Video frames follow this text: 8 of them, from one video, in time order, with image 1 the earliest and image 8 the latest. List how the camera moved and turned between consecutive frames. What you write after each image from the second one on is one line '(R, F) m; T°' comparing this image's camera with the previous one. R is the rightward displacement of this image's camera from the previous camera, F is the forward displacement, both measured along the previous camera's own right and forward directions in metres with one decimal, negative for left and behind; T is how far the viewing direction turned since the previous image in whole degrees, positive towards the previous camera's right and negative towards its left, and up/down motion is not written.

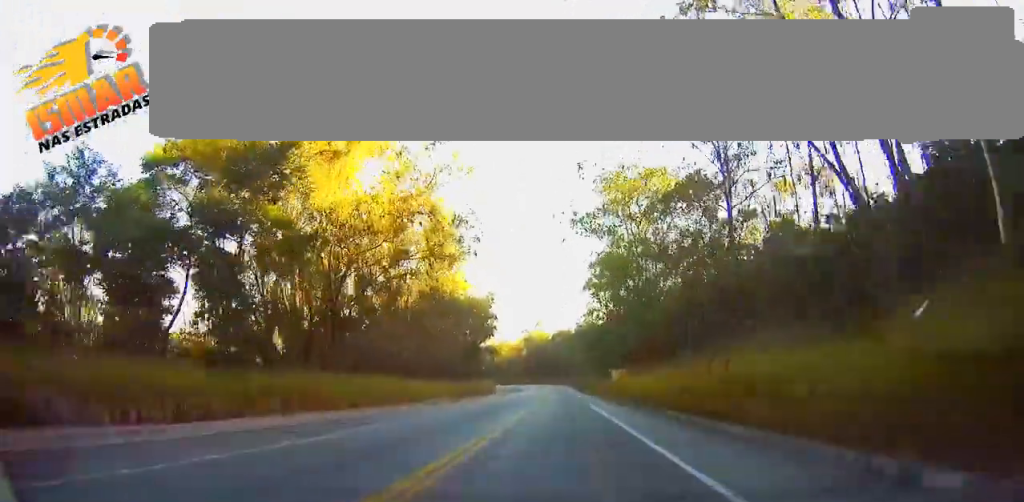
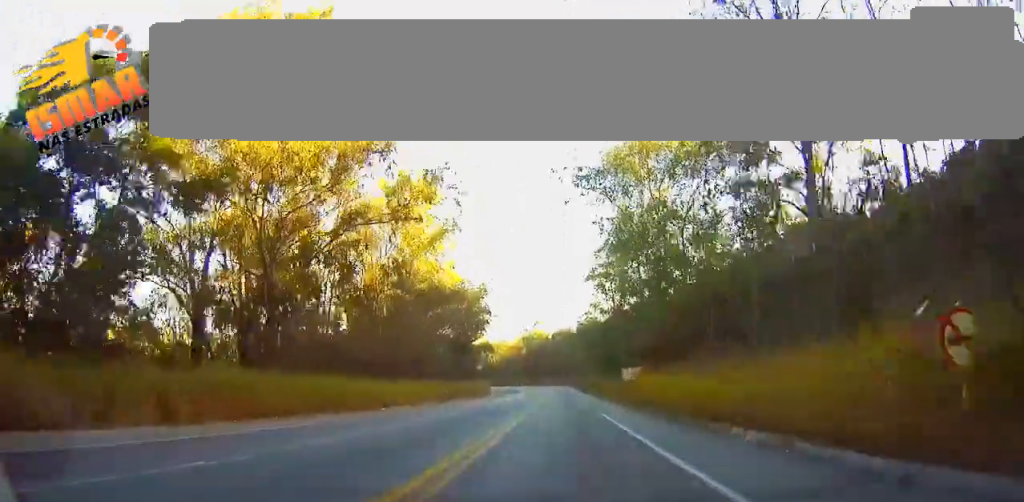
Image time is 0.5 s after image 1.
(0.0, +14.0) m; 0°
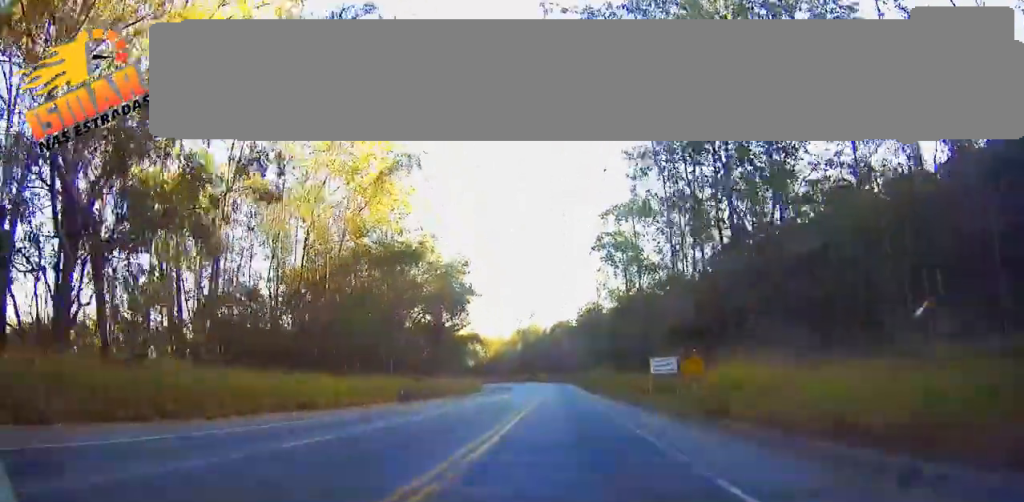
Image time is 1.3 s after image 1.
(0.0, +22.2) m; 0°
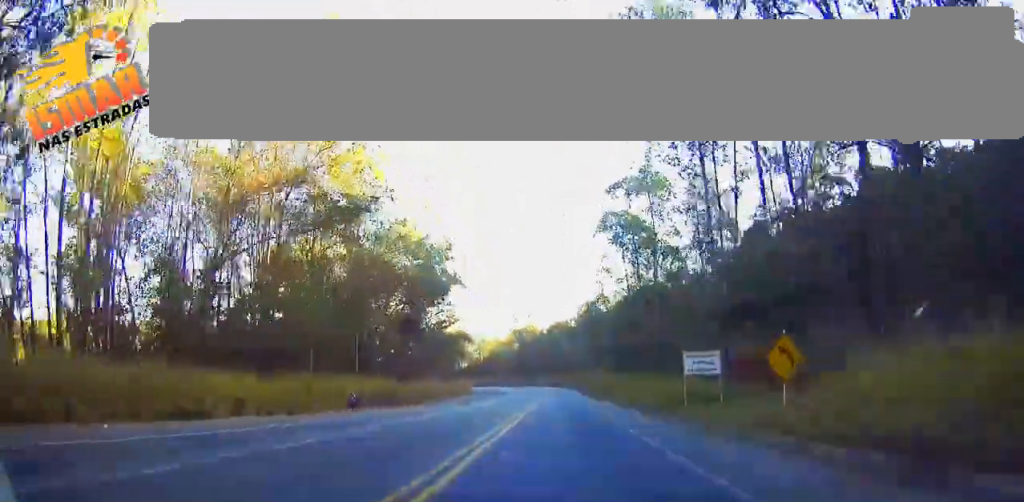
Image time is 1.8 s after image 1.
(0.0, +13.8) m; 0°
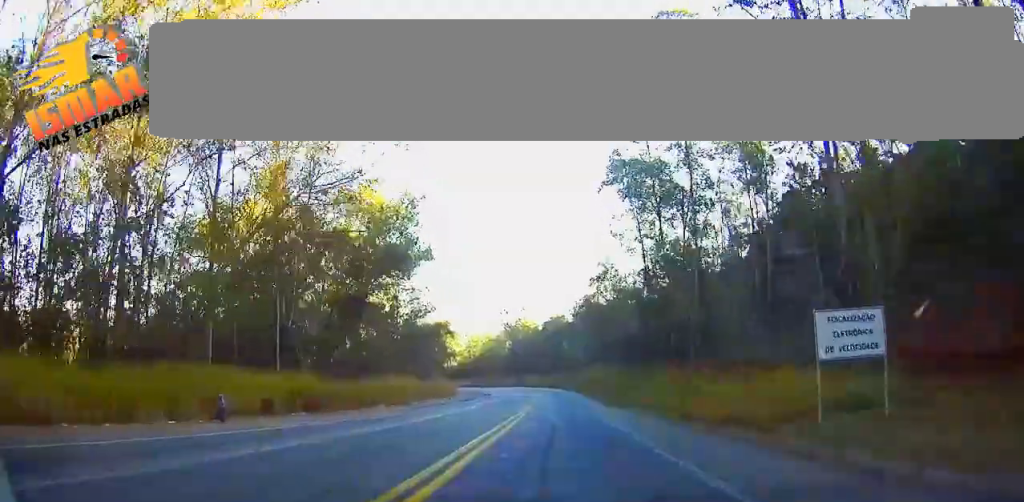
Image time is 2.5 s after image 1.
(+0.1, +19.4) m; 0°
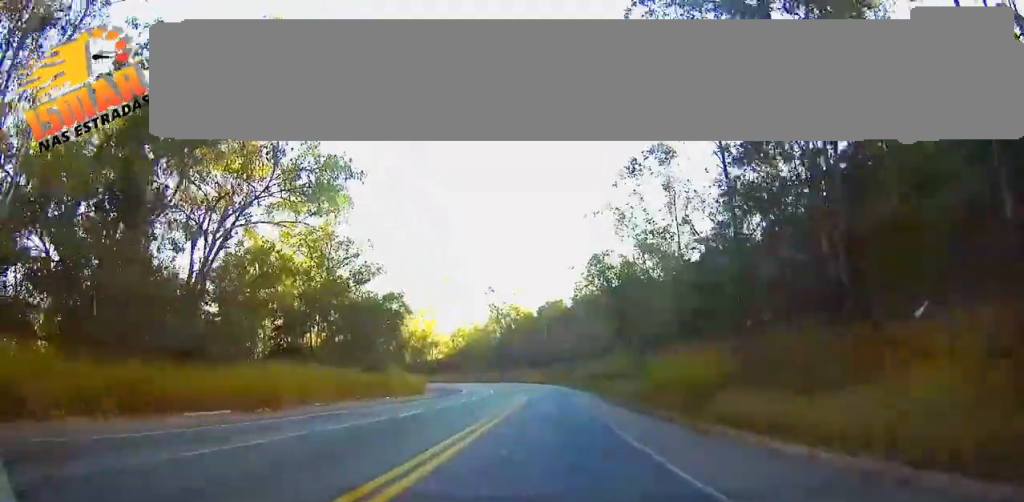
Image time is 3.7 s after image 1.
(-0.1, +32.0) m; 0°
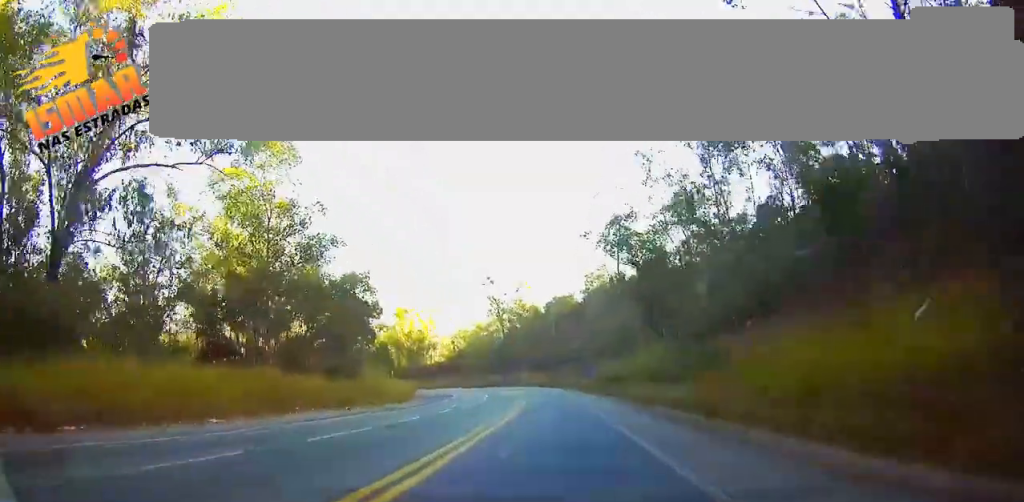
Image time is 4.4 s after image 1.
(0.0, +18.9) m; -1°
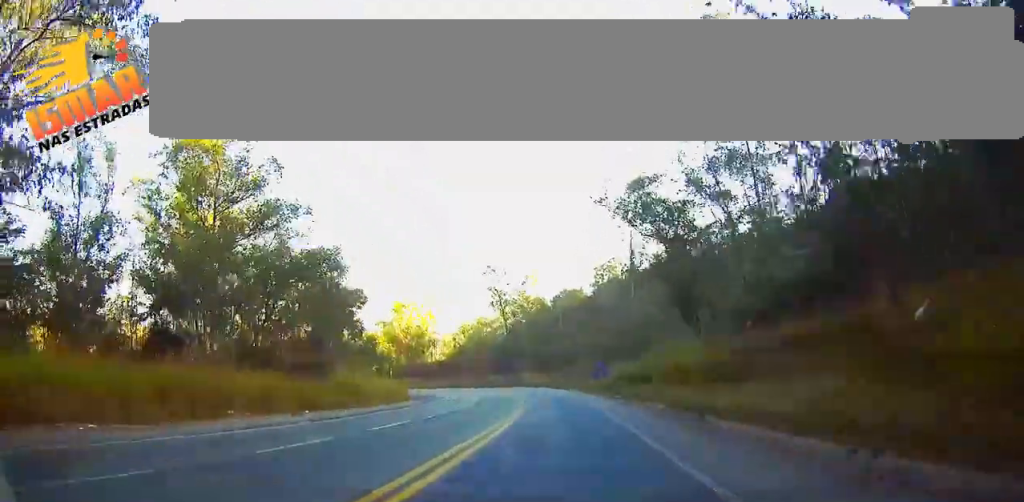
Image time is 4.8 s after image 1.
(-0.1, +11.4) m; 0°
